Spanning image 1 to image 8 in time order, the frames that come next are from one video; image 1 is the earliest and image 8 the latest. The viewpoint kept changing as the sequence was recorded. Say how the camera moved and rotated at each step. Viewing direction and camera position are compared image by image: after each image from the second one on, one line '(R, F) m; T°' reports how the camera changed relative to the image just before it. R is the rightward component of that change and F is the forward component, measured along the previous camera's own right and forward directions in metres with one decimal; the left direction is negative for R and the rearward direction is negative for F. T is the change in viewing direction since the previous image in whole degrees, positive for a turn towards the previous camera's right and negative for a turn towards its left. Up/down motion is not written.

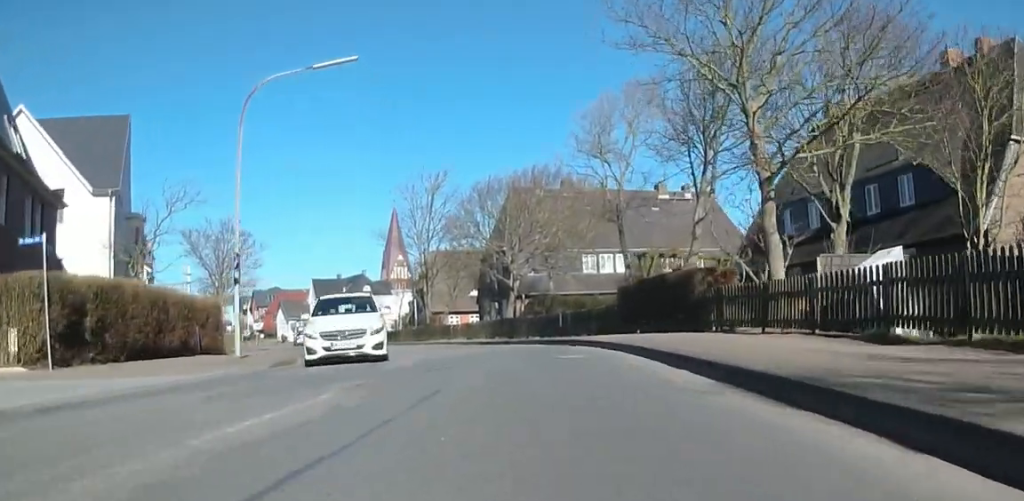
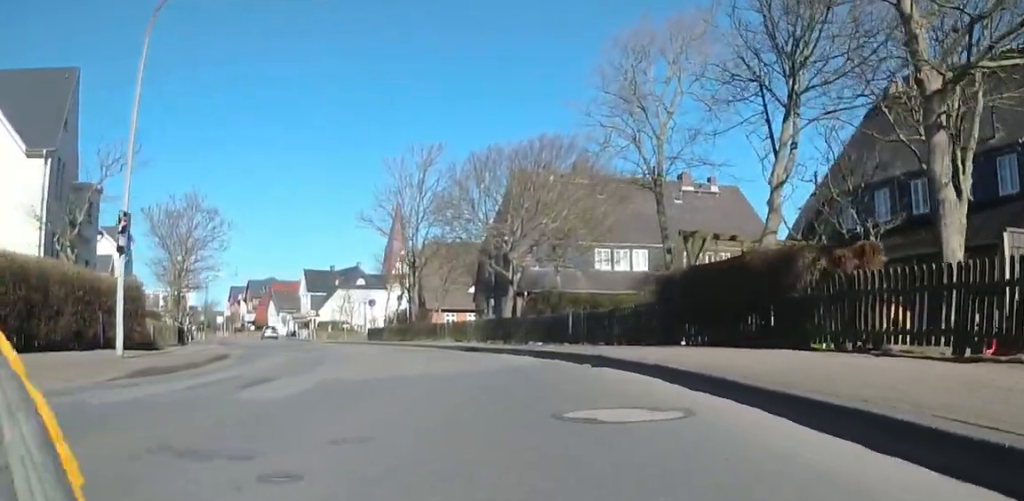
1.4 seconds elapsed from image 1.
(-0.1, +6.9) m; -8°
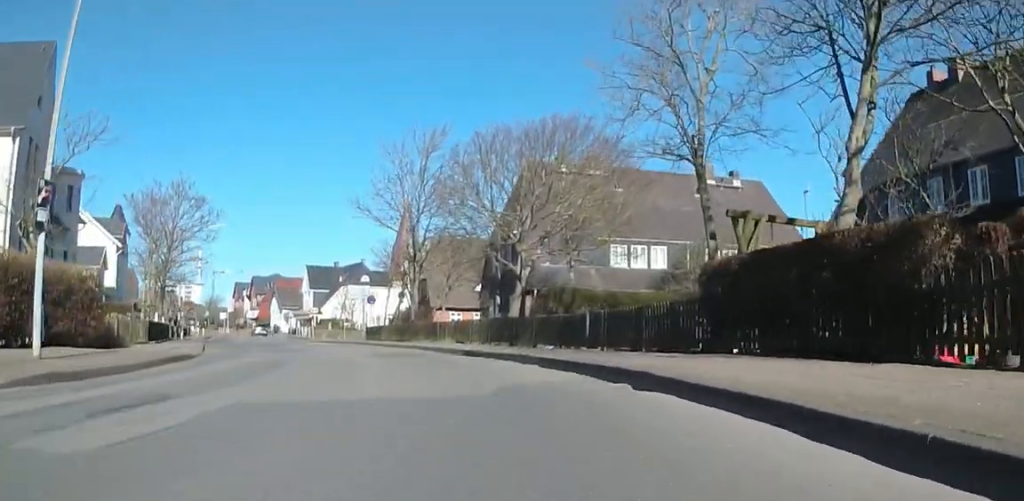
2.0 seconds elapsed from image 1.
(-0.1, +3.5) m; -5°
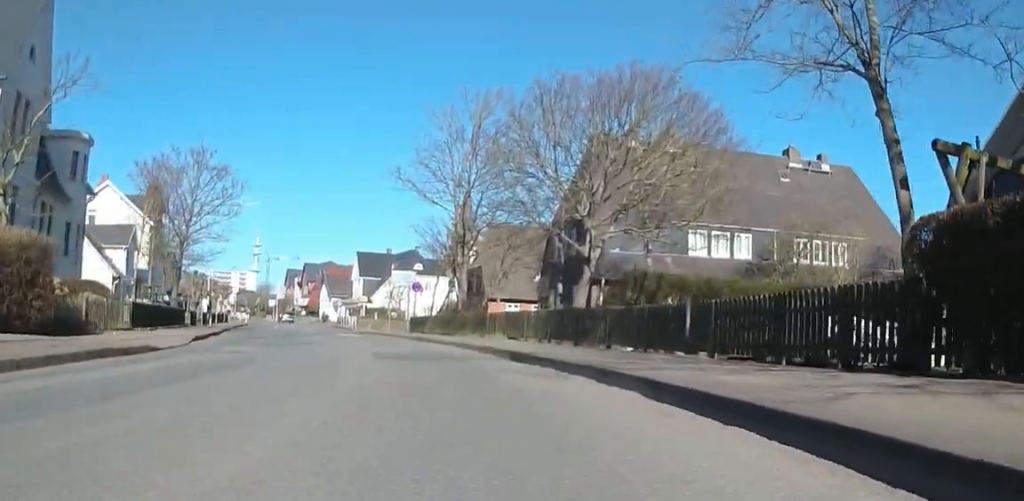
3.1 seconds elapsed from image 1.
(-0.6, +5.7) m; 0°
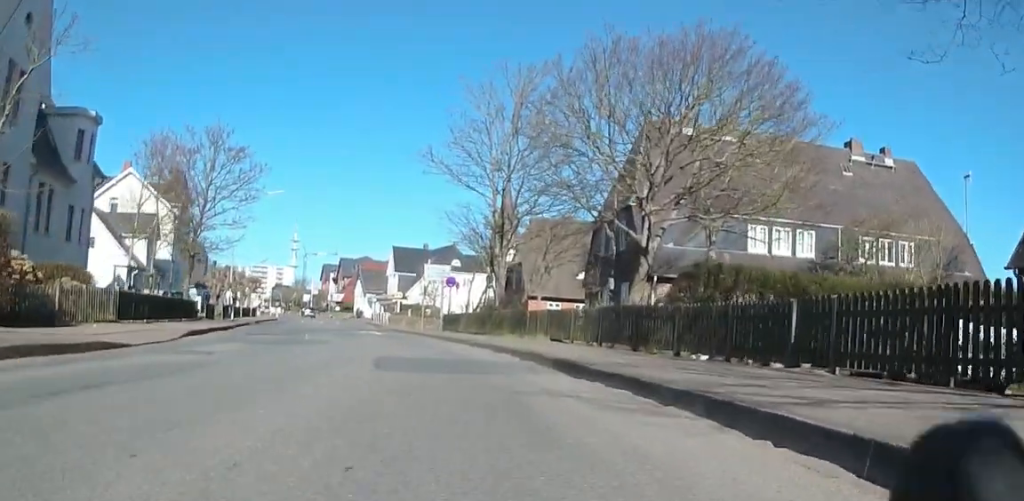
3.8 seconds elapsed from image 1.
(+0.4, +3.4) m; 0°
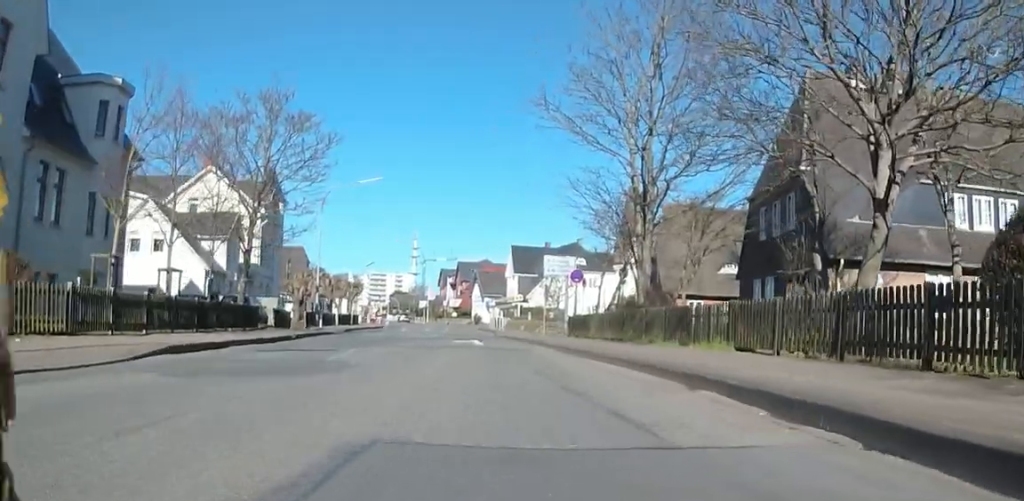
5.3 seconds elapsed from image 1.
(-0.2, +8.0) m; 0°
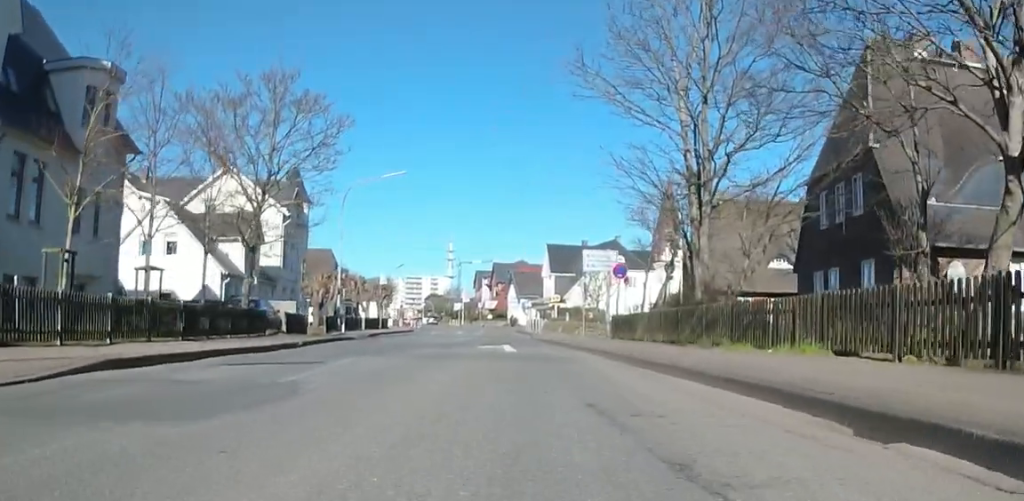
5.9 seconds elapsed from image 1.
(0.0, +3.2) m; +2°
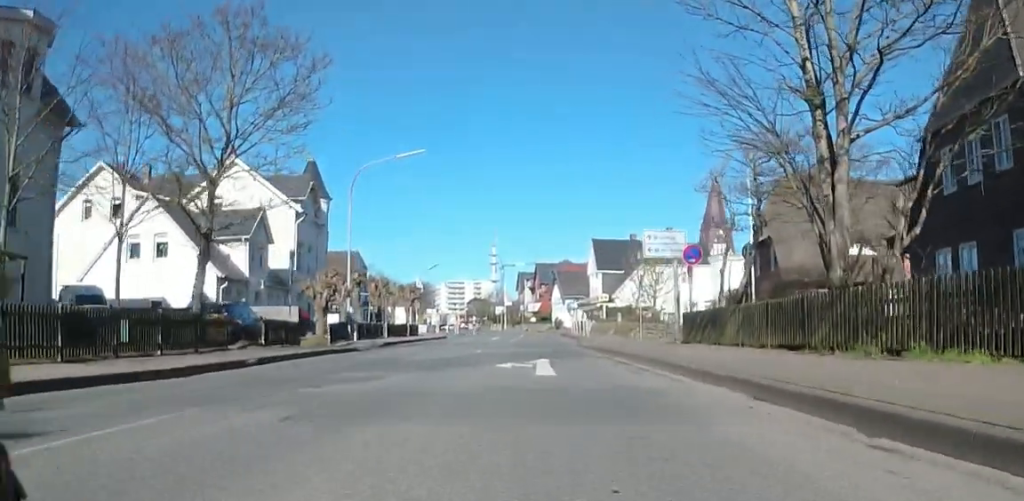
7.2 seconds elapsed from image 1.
(+0.6, +6.8) m; +5°
